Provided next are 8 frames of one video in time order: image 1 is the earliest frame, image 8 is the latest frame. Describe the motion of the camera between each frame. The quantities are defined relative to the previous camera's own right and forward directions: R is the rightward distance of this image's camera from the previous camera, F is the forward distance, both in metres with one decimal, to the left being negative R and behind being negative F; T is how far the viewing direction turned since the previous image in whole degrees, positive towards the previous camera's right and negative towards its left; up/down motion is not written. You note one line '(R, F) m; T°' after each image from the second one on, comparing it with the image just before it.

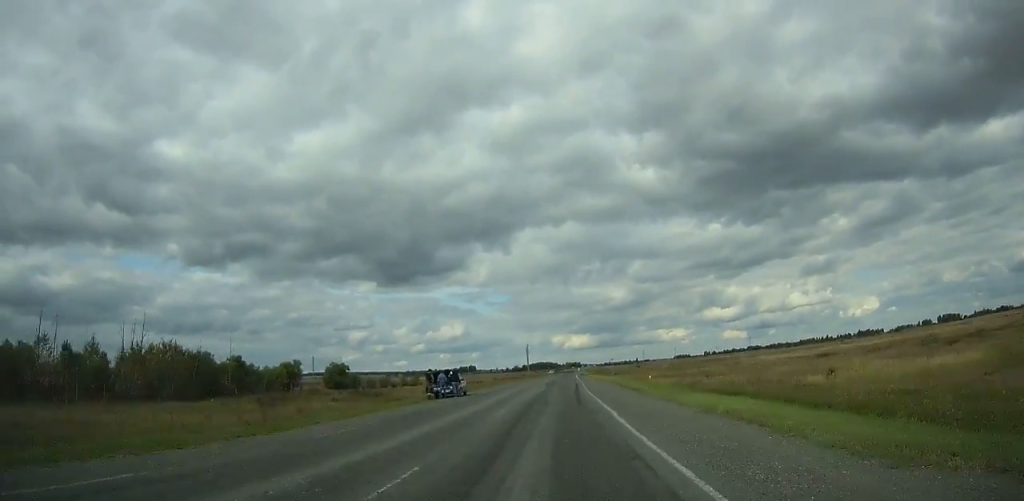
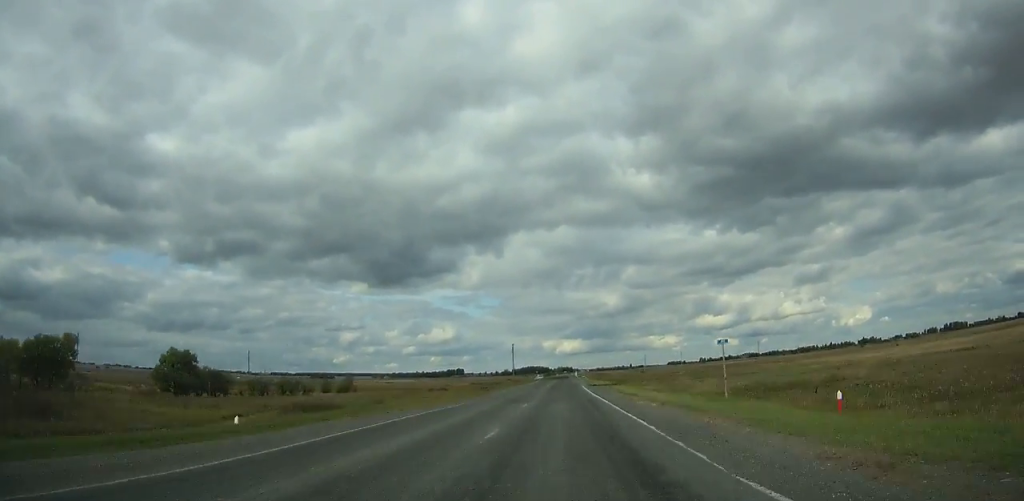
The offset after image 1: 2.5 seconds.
(+0.1, +54.9) m; 0°
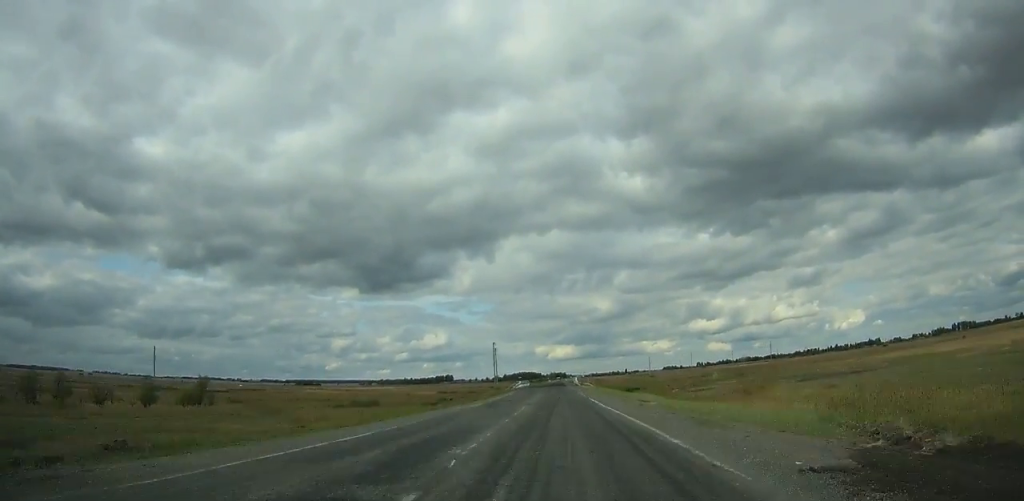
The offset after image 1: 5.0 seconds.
(+0.2, +54.9) m; 0°
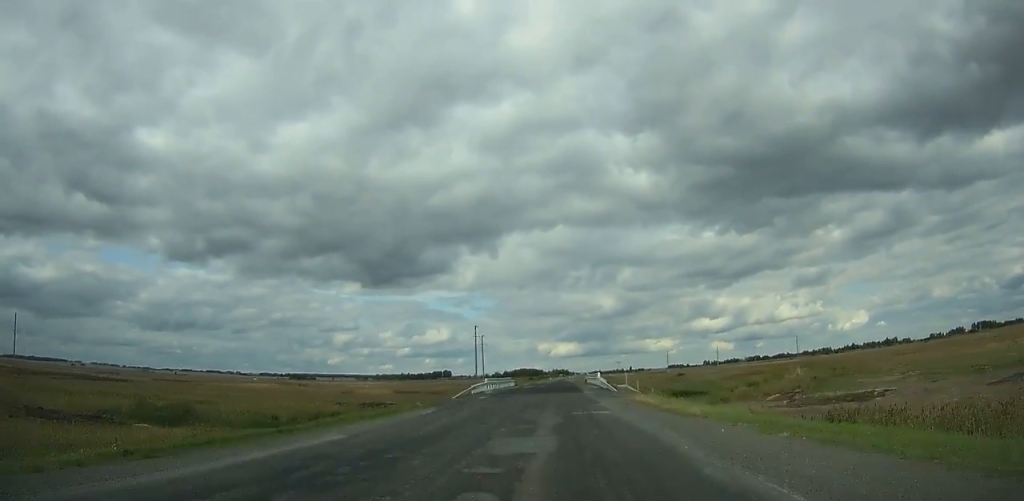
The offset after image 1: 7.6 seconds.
(+0.2, +57.5) m; 0°
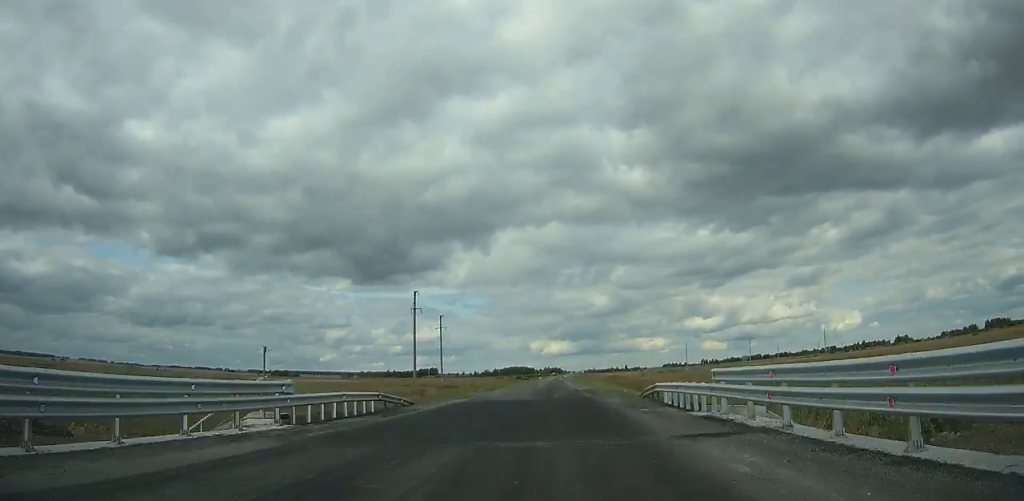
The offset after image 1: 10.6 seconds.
(+0.2, +67.6) m; 0°
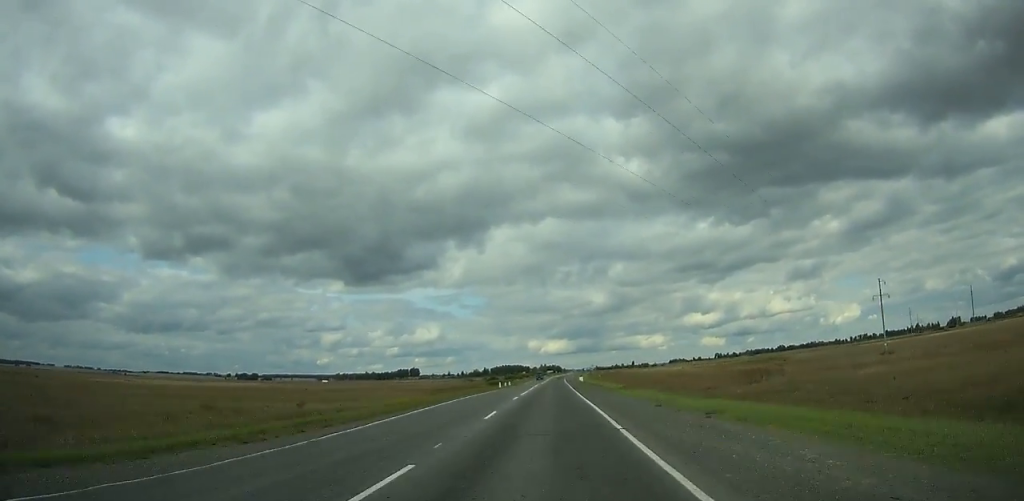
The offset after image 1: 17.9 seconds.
(+0.7, +171.5) m; +1°
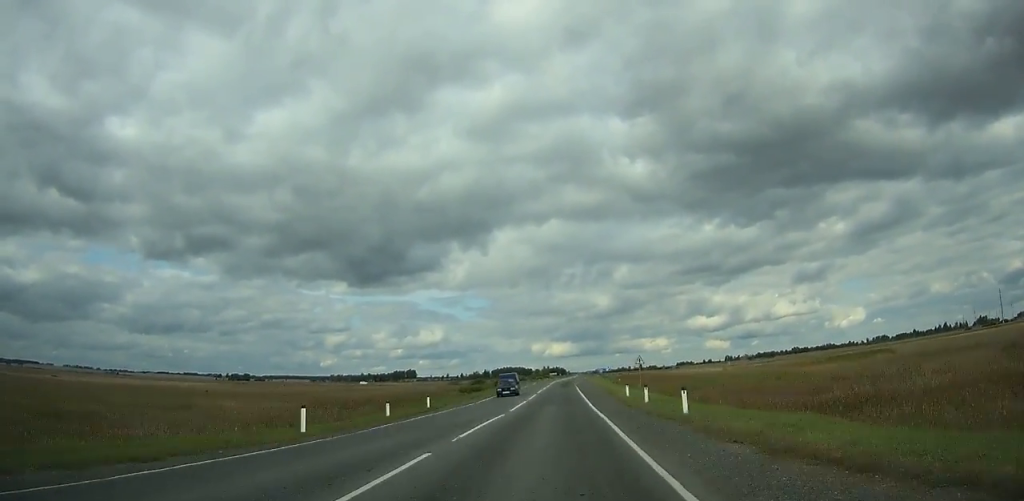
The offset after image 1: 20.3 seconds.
(+0.4, +57.1) m; 0°
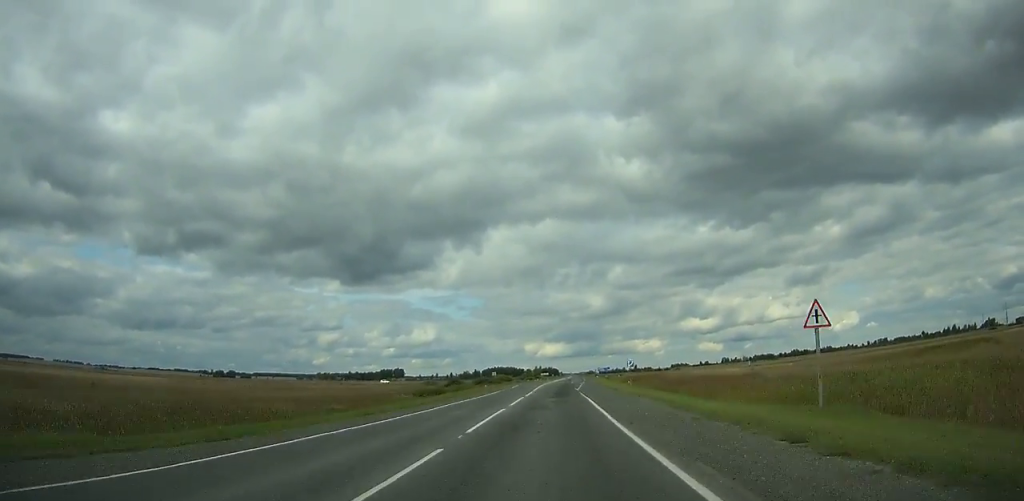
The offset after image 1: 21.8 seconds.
(+0.2, +35.2) m; 0°
